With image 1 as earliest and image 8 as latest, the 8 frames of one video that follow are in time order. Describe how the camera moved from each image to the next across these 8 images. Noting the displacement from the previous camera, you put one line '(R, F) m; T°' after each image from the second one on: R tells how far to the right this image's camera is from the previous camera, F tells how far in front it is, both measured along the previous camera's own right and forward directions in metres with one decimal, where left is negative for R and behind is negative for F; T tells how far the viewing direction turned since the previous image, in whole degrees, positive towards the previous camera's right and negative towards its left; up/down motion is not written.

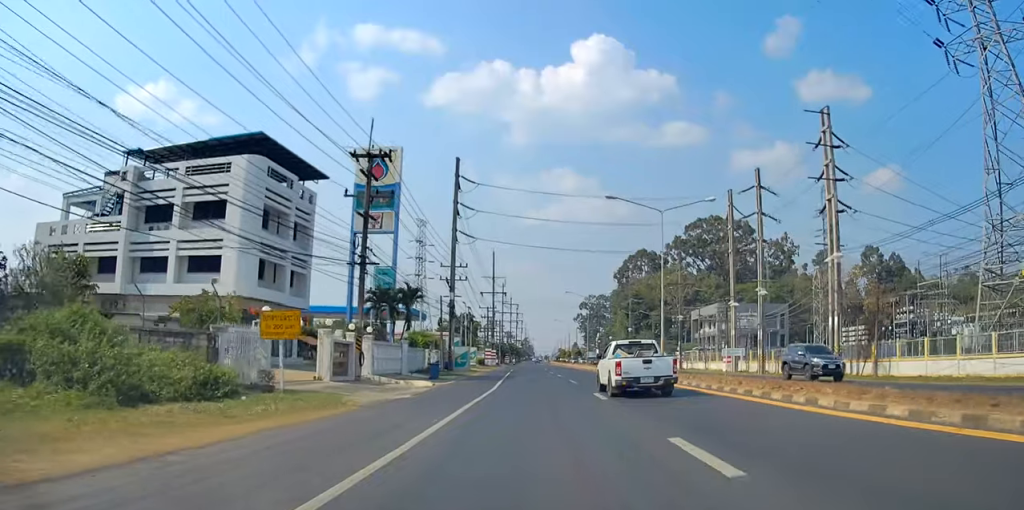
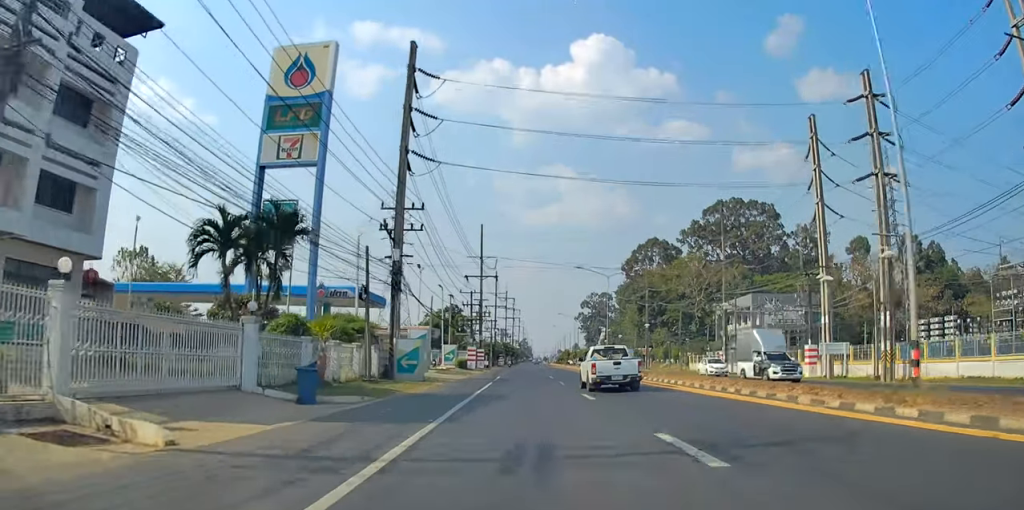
(-0.1, +24.1) m; 0°
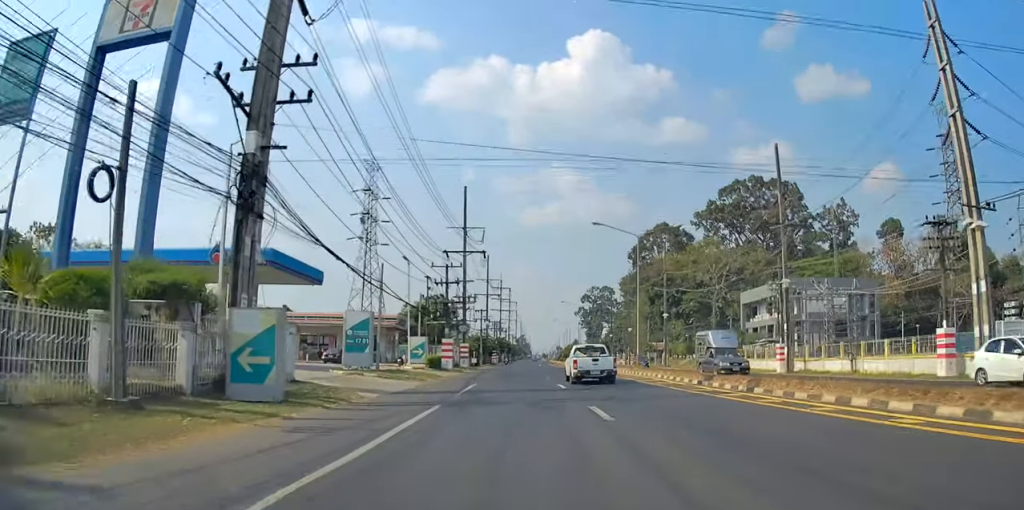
(-0.1, +18.9) m; -1°
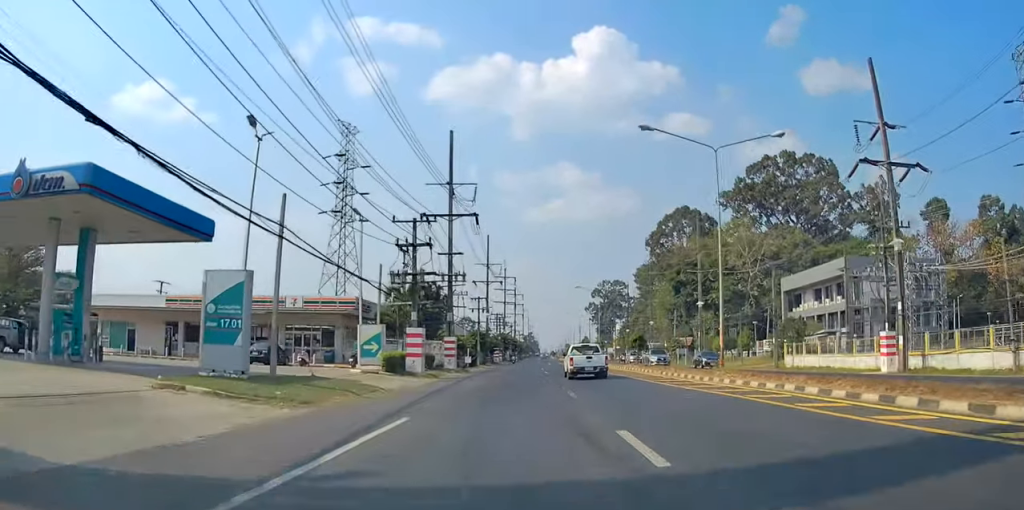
(-0.3, +18.0) m; -1°
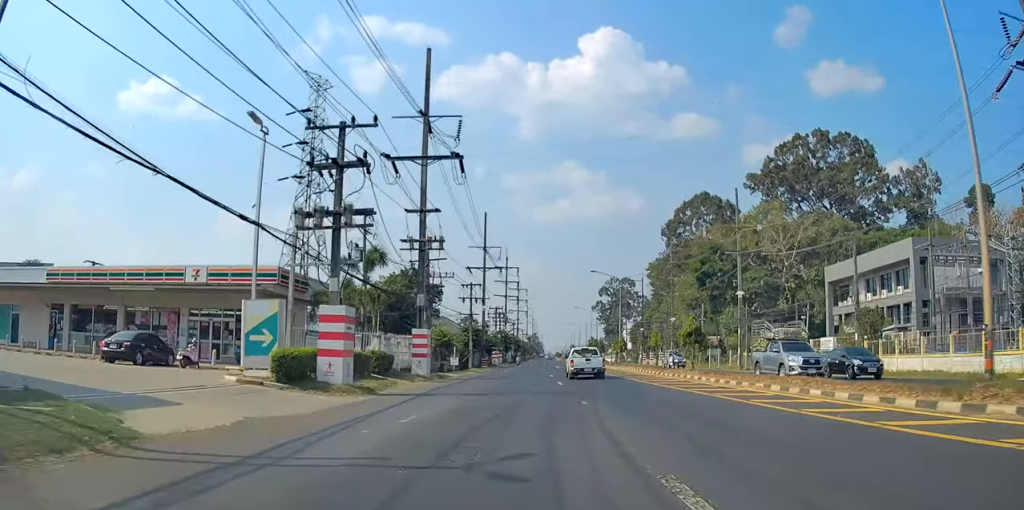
(+0.1, +15.3) m; 0°
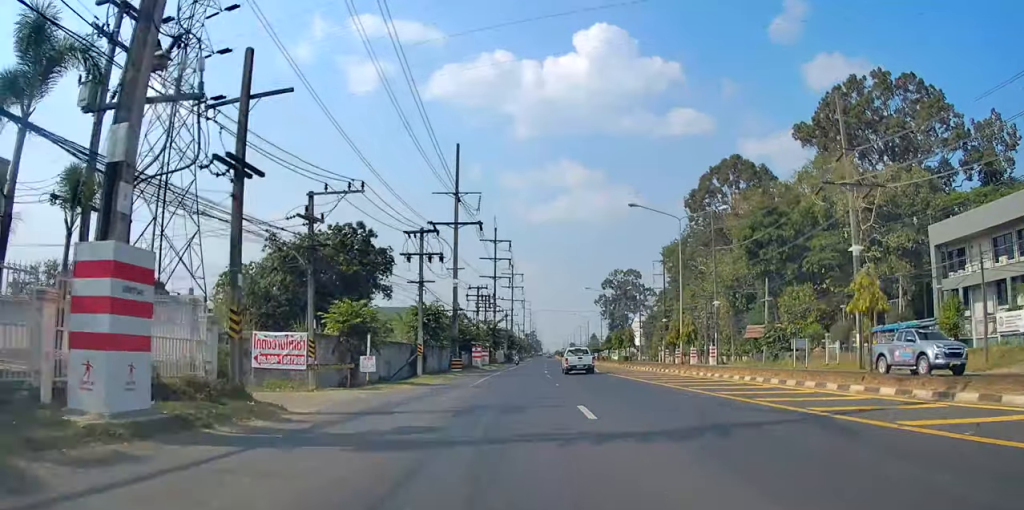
(-0.1, +27.9) m; +1°
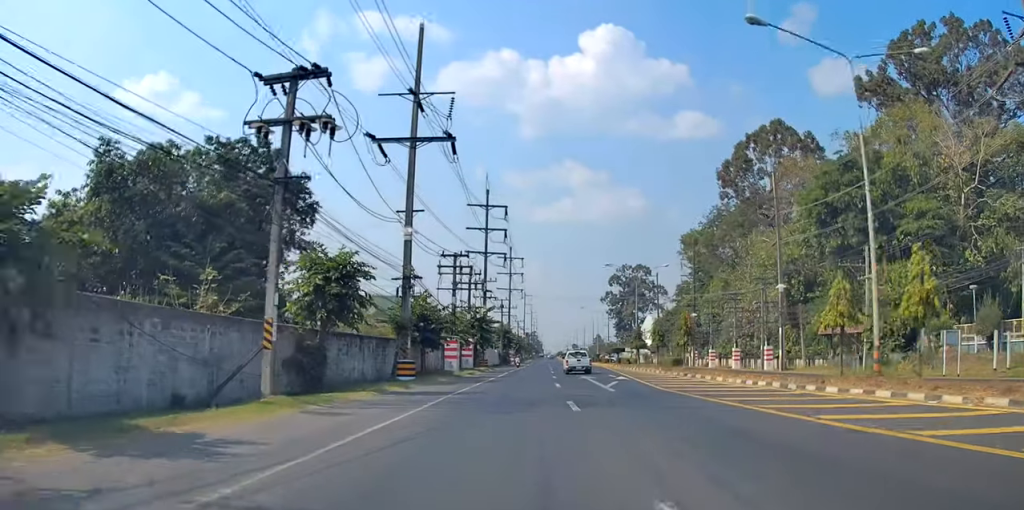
(+0.5, +22.0) m; +1°
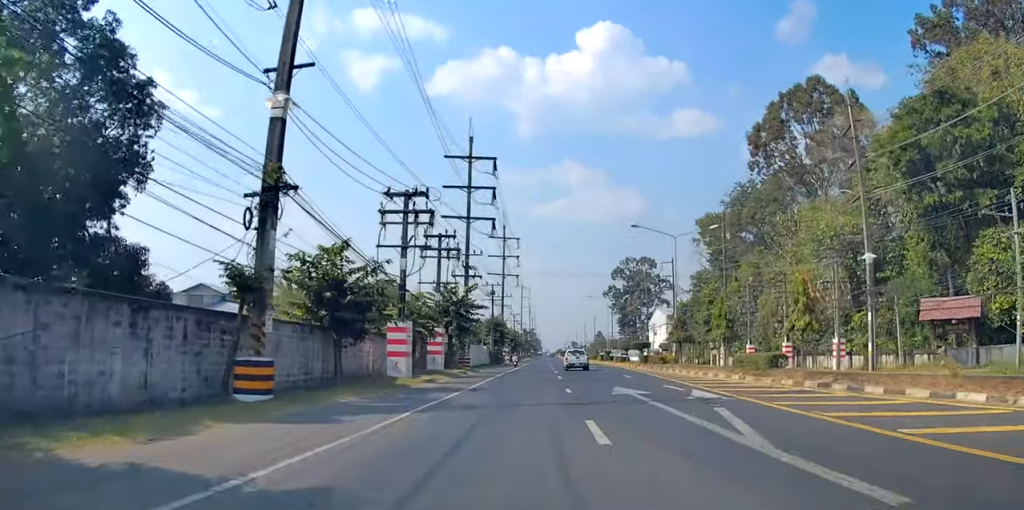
(-0.2, +18.4) m; 0°
